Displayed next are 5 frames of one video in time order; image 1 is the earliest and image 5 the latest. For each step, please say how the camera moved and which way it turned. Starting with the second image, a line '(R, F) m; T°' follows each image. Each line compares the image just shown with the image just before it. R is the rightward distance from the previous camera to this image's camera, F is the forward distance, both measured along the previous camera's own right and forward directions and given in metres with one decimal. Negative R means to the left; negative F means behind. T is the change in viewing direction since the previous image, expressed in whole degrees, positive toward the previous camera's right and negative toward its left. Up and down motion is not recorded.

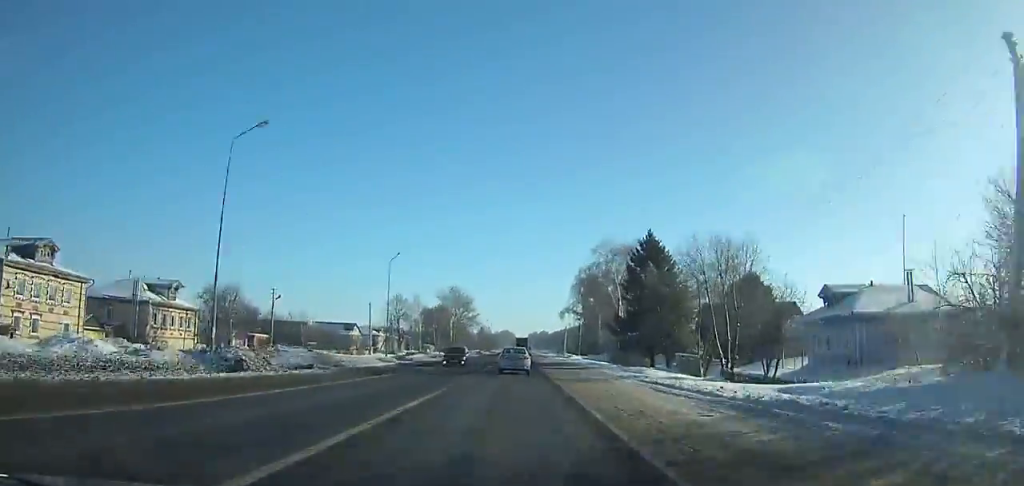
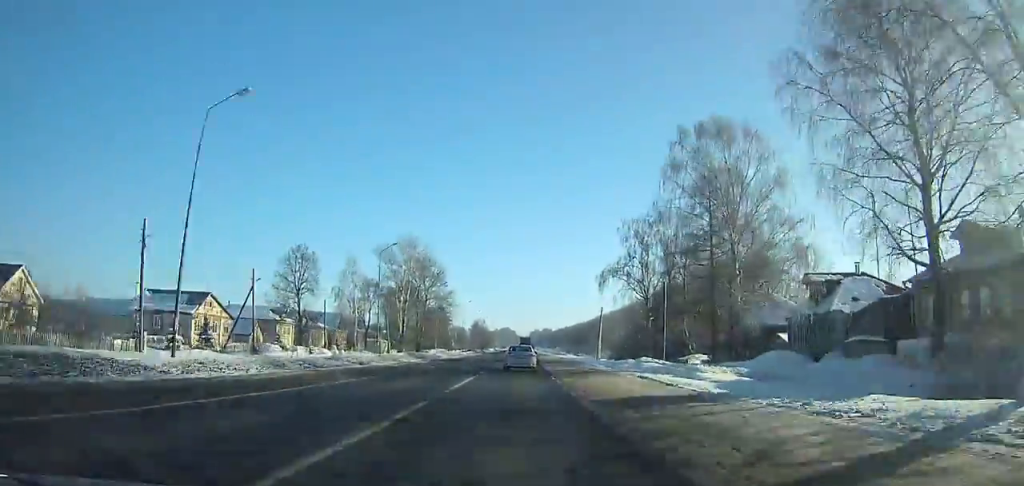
(-0.1, +67.4) m; 0°
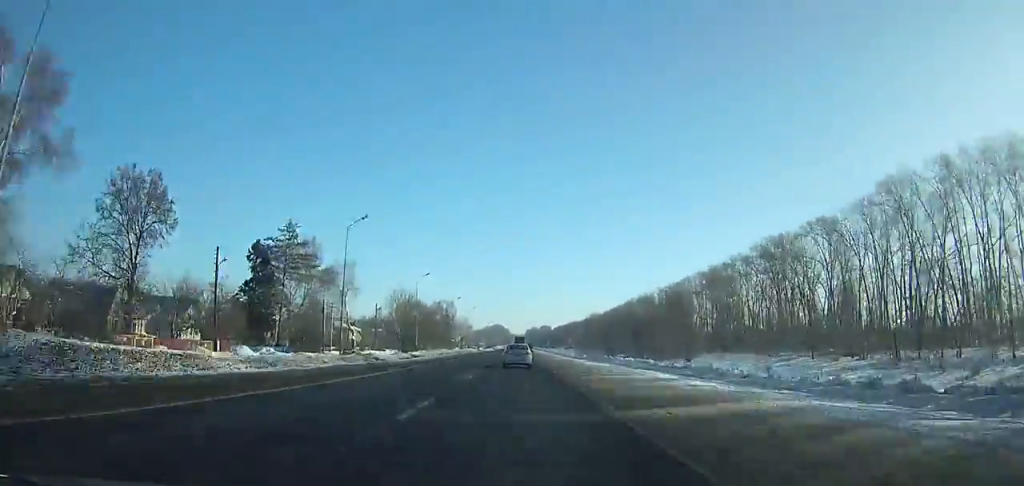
(+0.2, +133.7) m; 0°
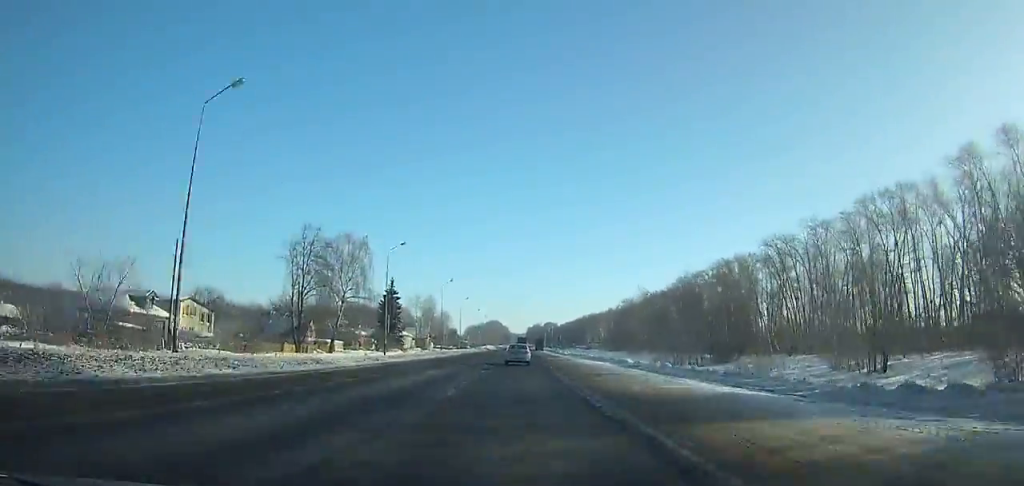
(0.0, +115.9) m; 0°
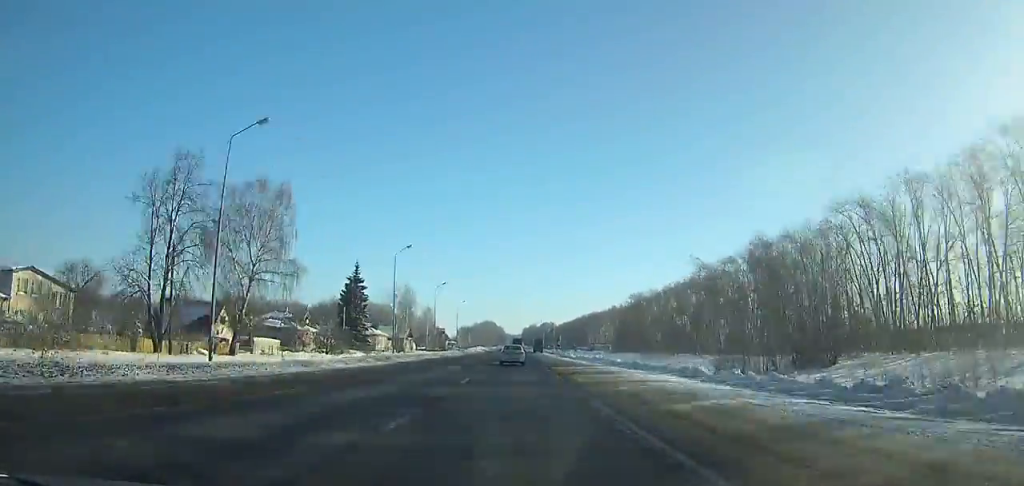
(+0.1, +28.9) m; 0°
